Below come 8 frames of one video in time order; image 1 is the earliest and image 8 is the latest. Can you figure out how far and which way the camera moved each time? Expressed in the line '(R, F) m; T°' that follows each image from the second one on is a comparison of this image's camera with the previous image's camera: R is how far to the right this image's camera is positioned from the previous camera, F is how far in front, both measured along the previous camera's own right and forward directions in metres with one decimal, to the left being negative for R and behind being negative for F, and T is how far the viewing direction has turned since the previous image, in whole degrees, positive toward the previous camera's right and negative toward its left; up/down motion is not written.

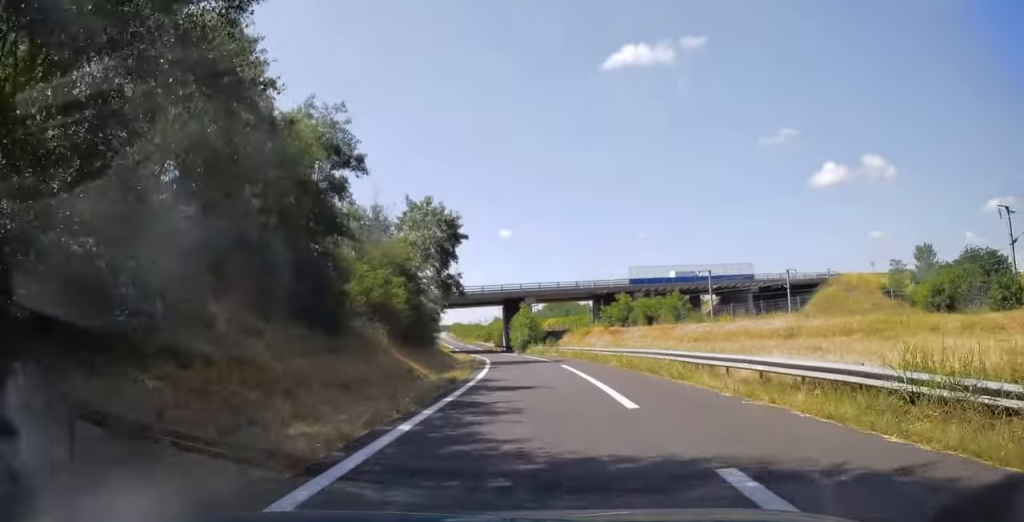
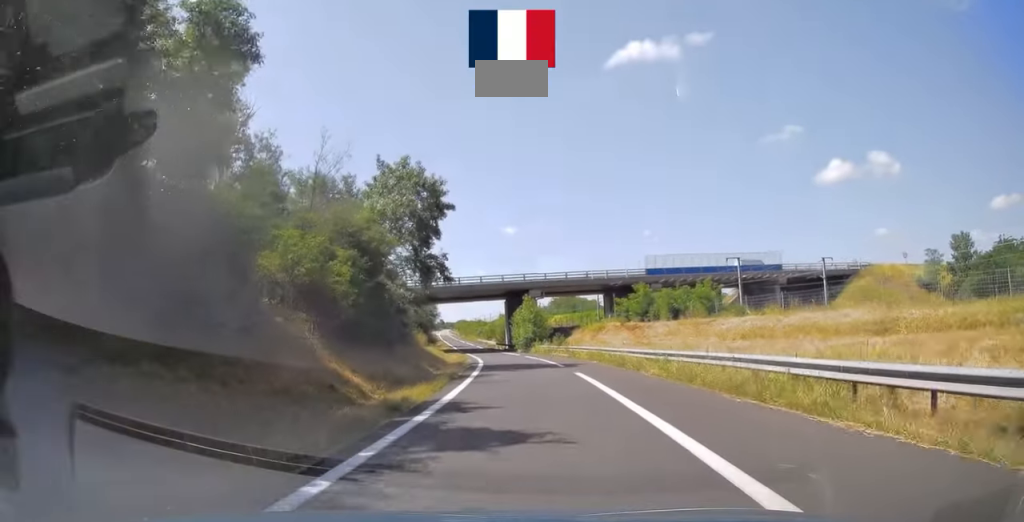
(0.0, +8.6) m; -1°
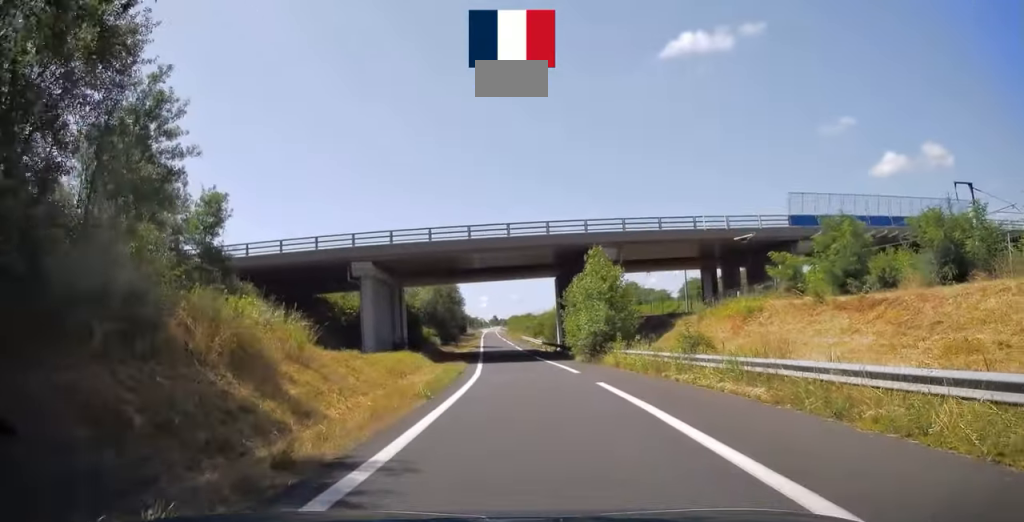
(-0.7, +29.5) m; -4°
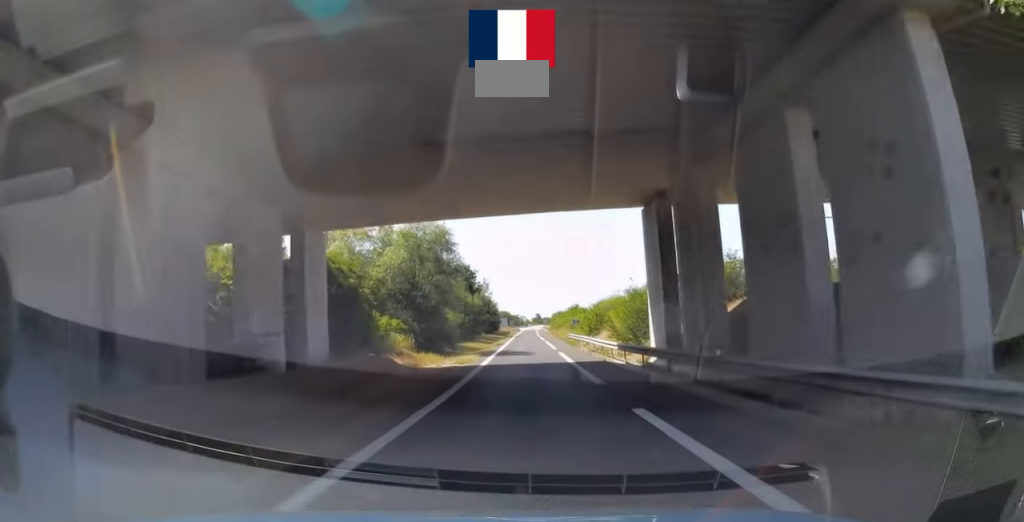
(-1.4, +30.9) m; -5°
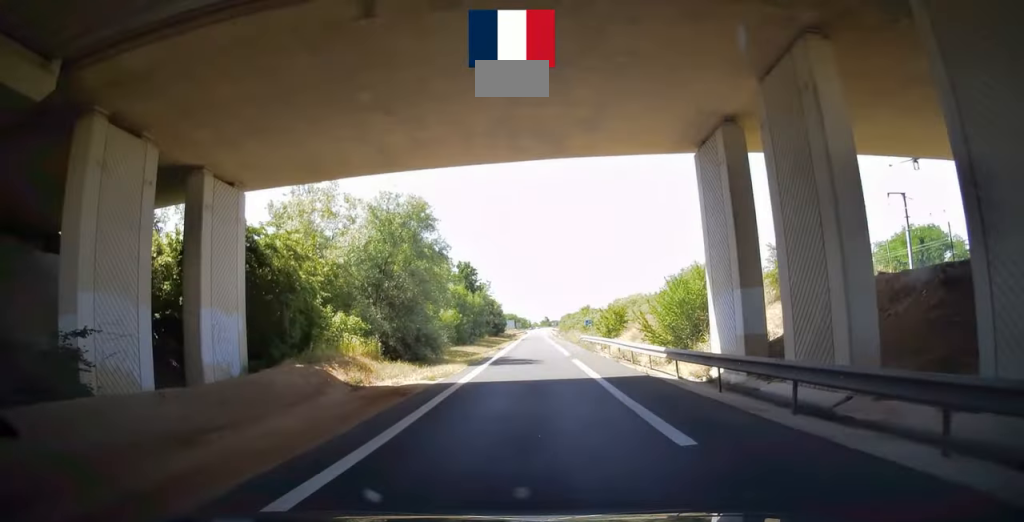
(-0.1, +8.6) m; 0°
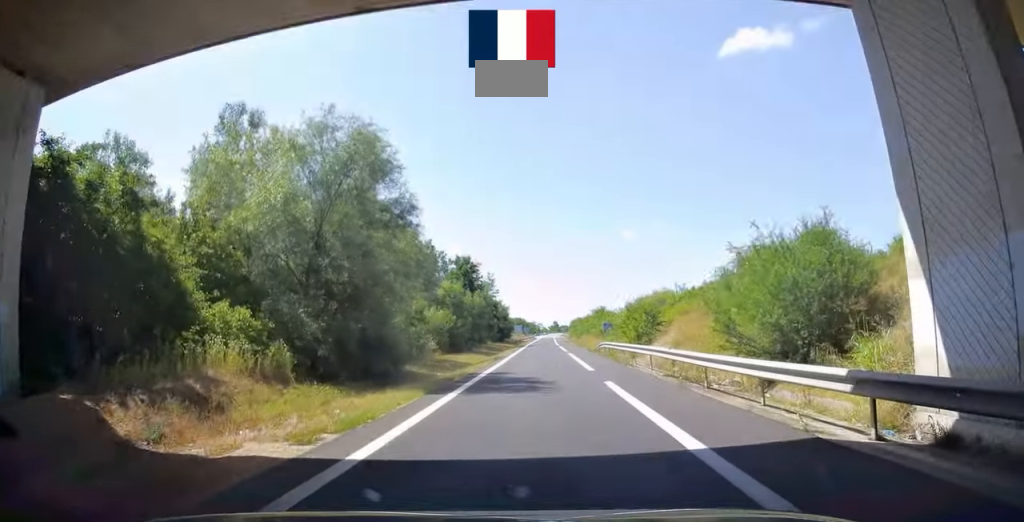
(-0.1, +10.2) m; -1°
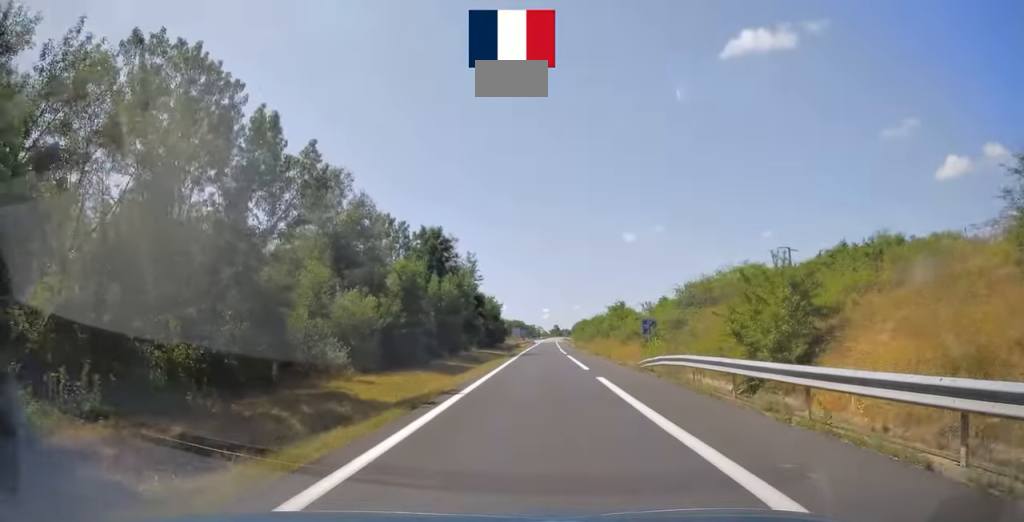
(0.0, +21.9) m; 0°
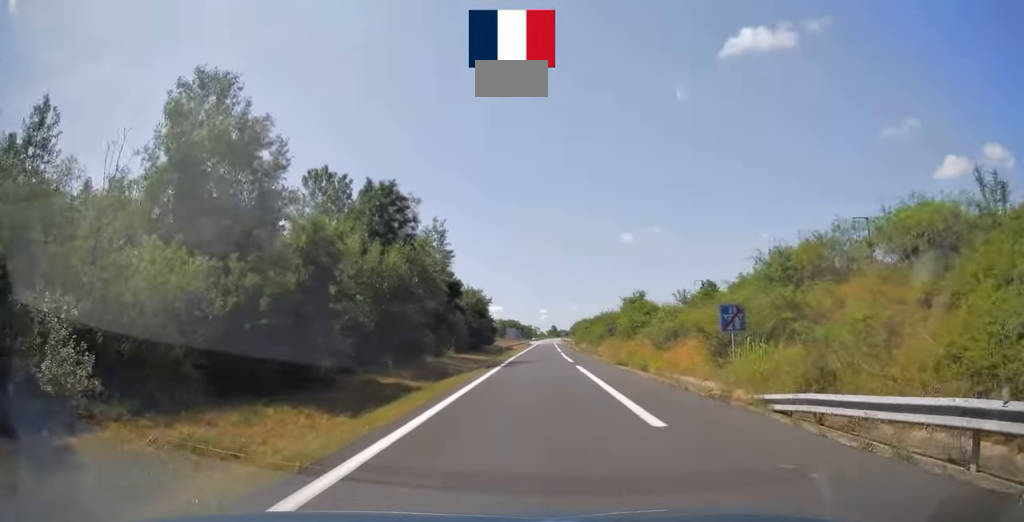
(0.0, +16.7) m; 0°
